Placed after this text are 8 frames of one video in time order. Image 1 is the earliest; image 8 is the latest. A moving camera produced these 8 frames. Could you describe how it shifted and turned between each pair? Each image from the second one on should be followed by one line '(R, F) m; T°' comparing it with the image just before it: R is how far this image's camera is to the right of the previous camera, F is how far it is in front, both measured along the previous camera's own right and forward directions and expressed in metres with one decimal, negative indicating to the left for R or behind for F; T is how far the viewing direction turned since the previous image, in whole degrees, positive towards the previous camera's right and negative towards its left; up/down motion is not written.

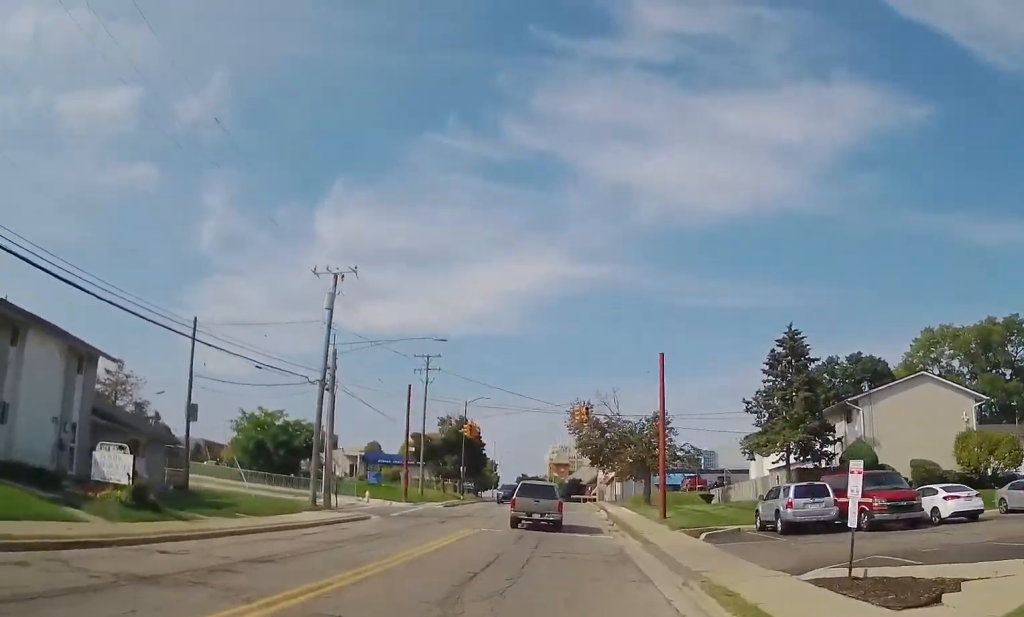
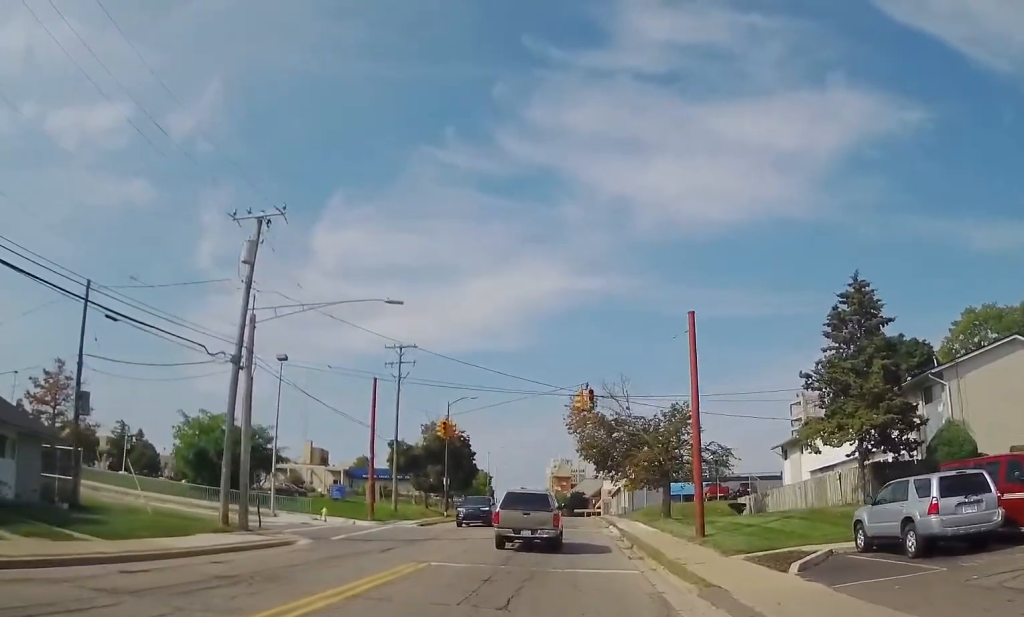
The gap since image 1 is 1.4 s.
(0.0, +9.7) m; 0°
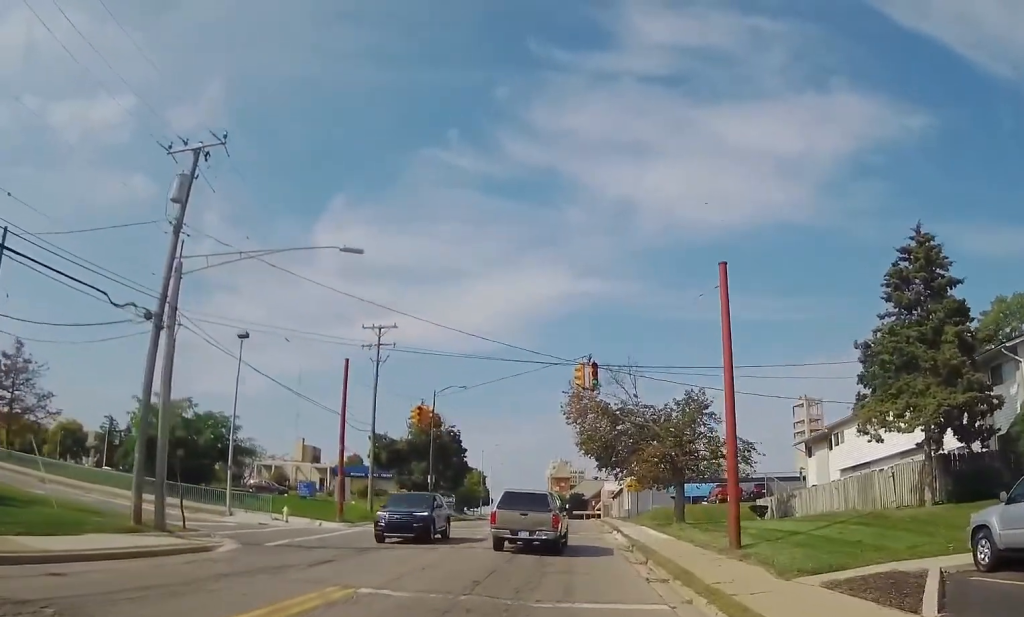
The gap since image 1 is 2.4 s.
(0.0, +5.6) m; 0°
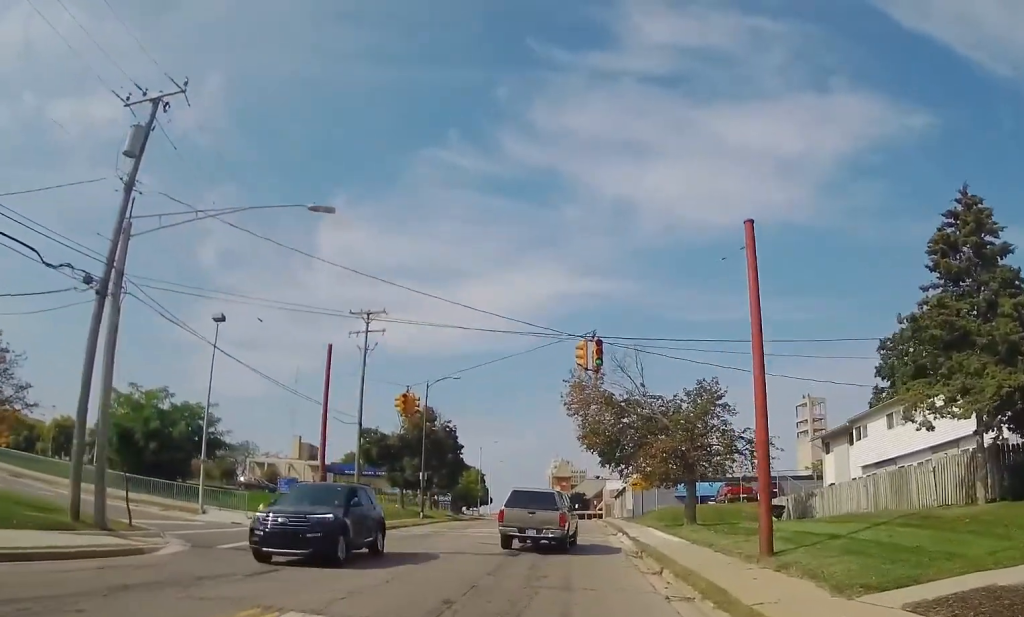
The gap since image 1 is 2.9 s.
(0.0, +3.1) m; 0°
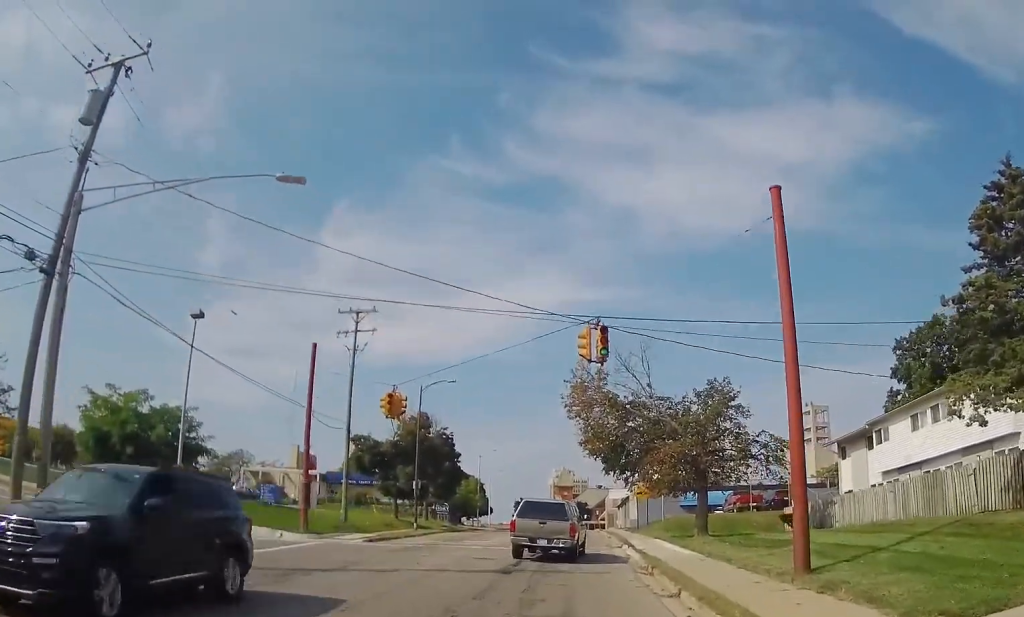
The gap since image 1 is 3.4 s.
(0.0, +2.5) m; 0°
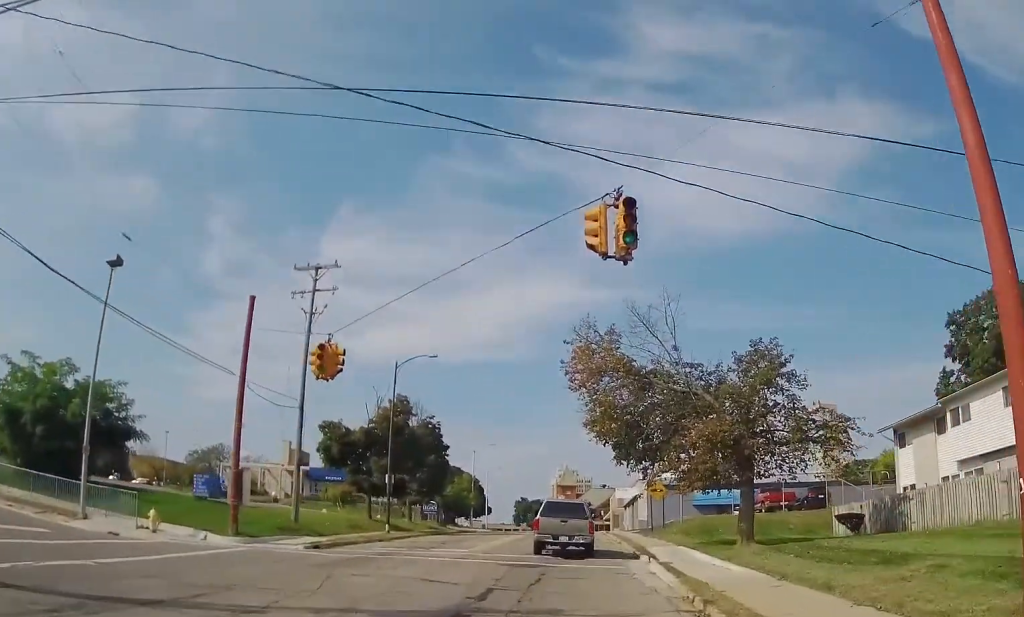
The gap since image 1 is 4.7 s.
(0.0, +7.4) m; -1°
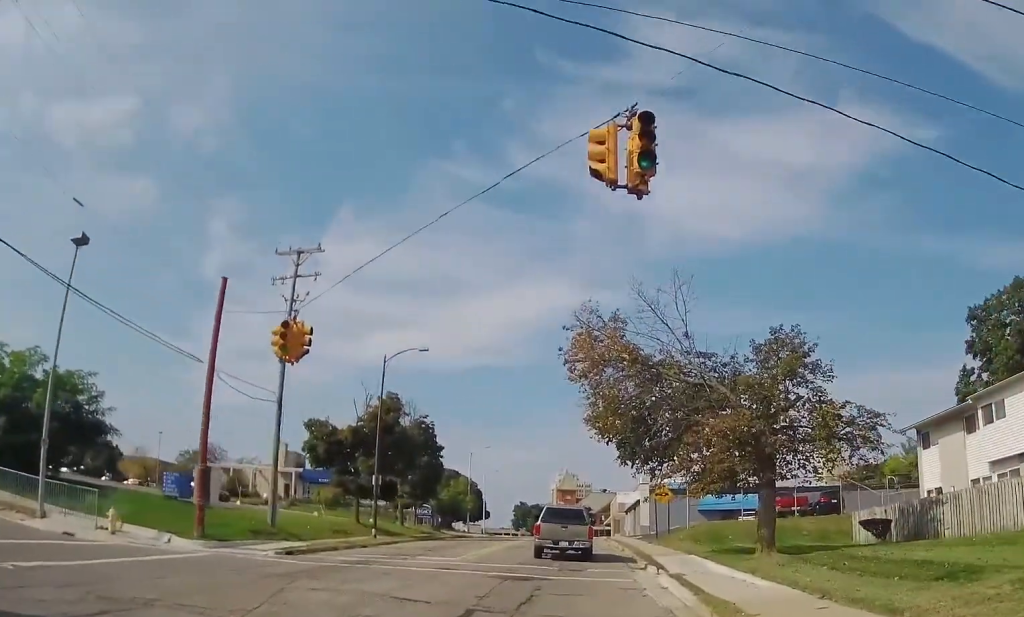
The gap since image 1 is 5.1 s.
(0.0, +2.5) m; -1°
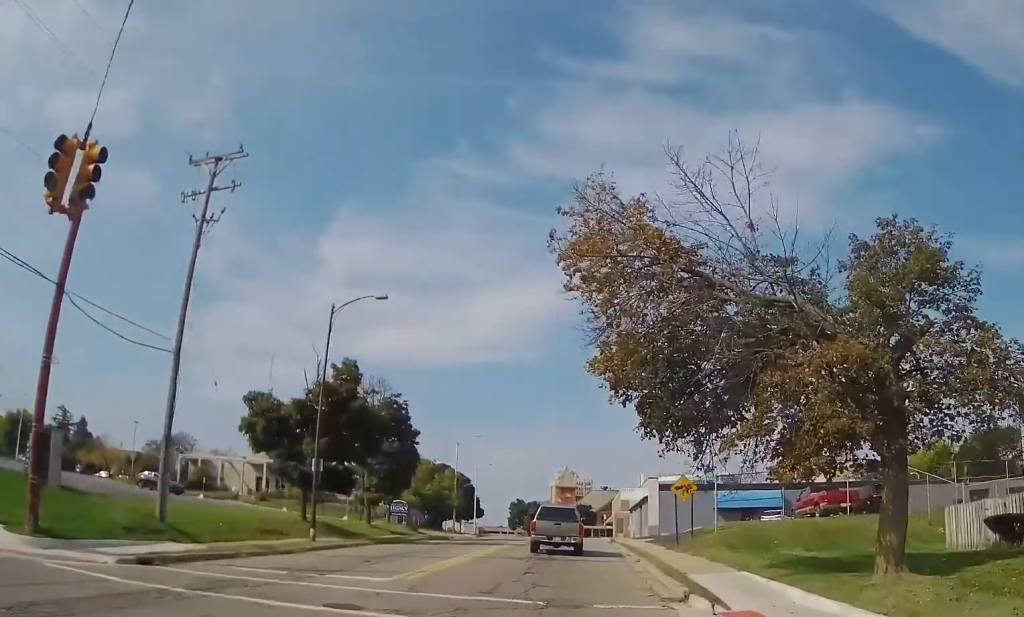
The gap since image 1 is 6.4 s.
(-0.3, +8.2) m; -3°
